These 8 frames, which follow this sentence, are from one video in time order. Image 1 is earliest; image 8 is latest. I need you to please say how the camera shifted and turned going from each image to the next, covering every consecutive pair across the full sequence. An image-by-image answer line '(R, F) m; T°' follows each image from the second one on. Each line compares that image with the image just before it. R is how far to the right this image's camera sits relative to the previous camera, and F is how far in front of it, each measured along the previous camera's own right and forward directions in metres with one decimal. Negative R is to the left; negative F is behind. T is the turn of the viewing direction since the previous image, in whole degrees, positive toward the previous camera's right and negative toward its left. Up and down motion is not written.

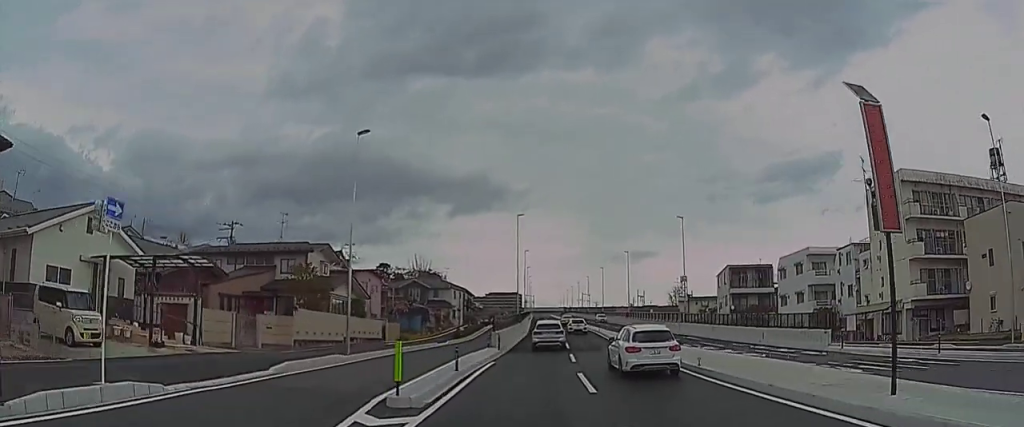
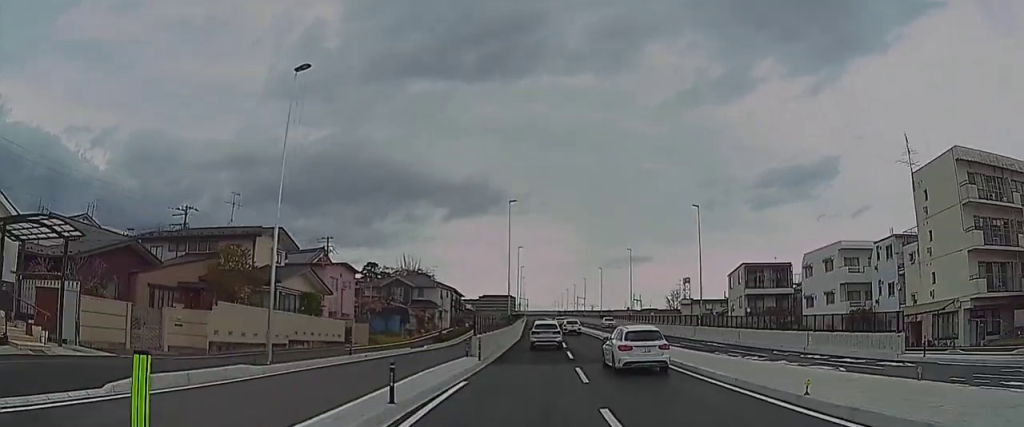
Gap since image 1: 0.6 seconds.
(0.0, +8.2) m; -1°
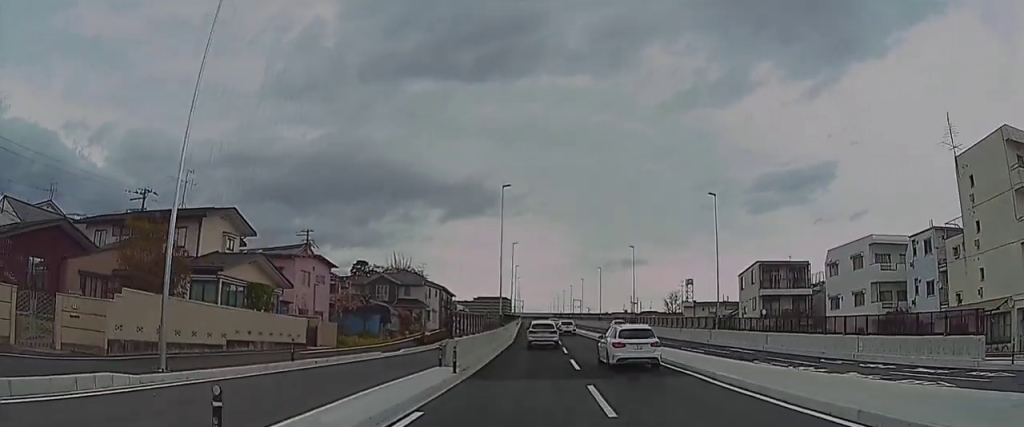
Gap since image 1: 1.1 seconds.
(0.0, +6.9) m; -1°
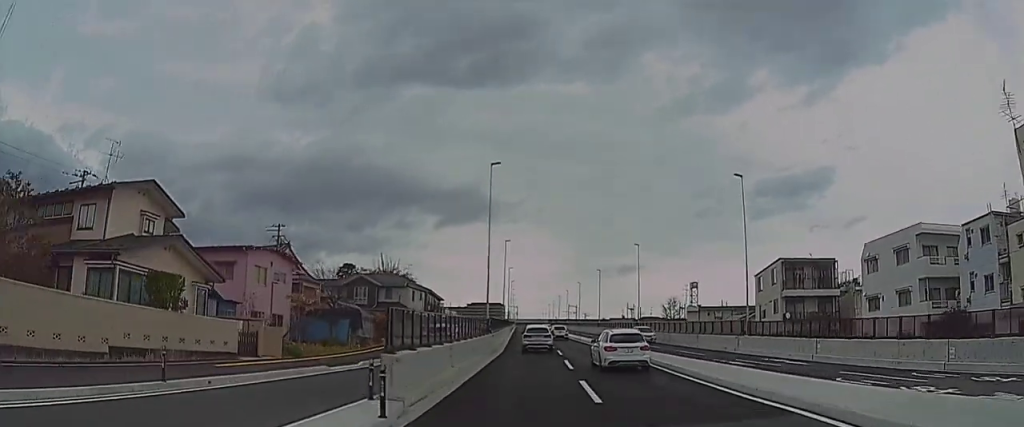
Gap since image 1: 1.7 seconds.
(-0.1, +7.2) m; 0°
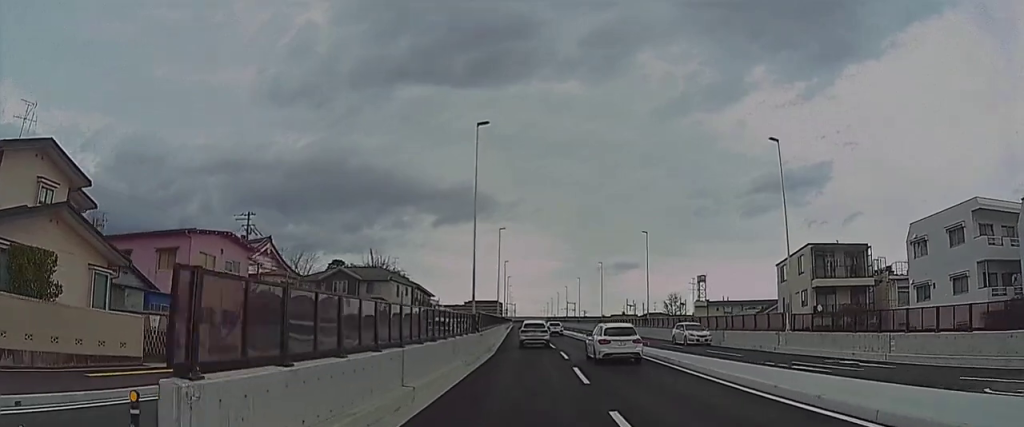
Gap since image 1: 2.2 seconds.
(-0.1, +6.8) m; 0°
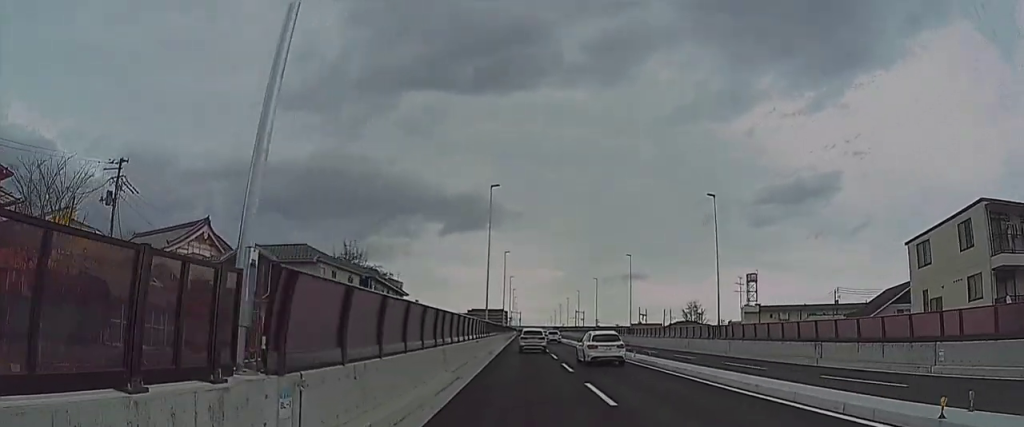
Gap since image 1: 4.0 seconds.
(+0.4, +23.4) m; +1°
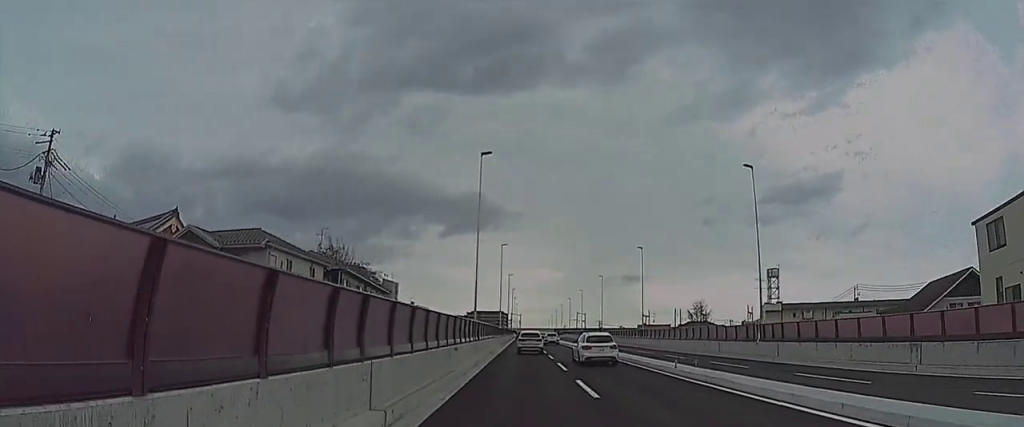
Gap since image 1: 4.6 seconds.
(0.0, +8.0) m; -1°
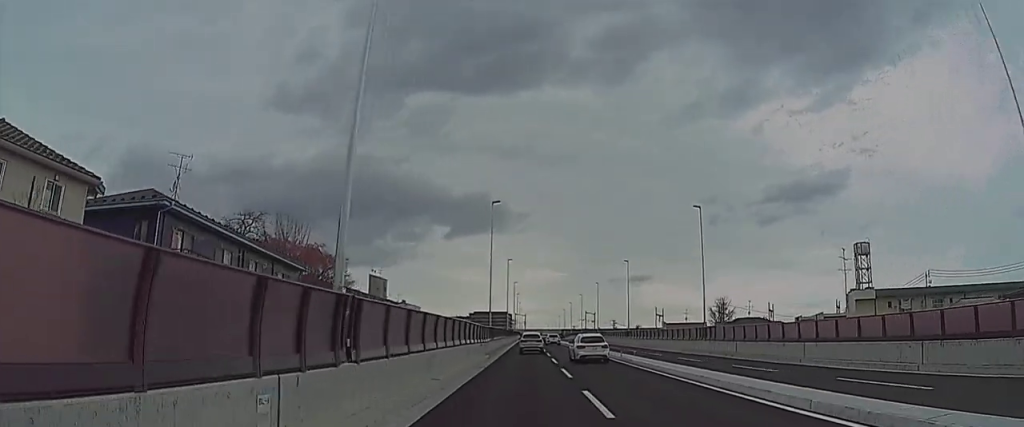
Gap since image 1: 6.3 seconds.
(-0.3, +23.8) m; 0°
